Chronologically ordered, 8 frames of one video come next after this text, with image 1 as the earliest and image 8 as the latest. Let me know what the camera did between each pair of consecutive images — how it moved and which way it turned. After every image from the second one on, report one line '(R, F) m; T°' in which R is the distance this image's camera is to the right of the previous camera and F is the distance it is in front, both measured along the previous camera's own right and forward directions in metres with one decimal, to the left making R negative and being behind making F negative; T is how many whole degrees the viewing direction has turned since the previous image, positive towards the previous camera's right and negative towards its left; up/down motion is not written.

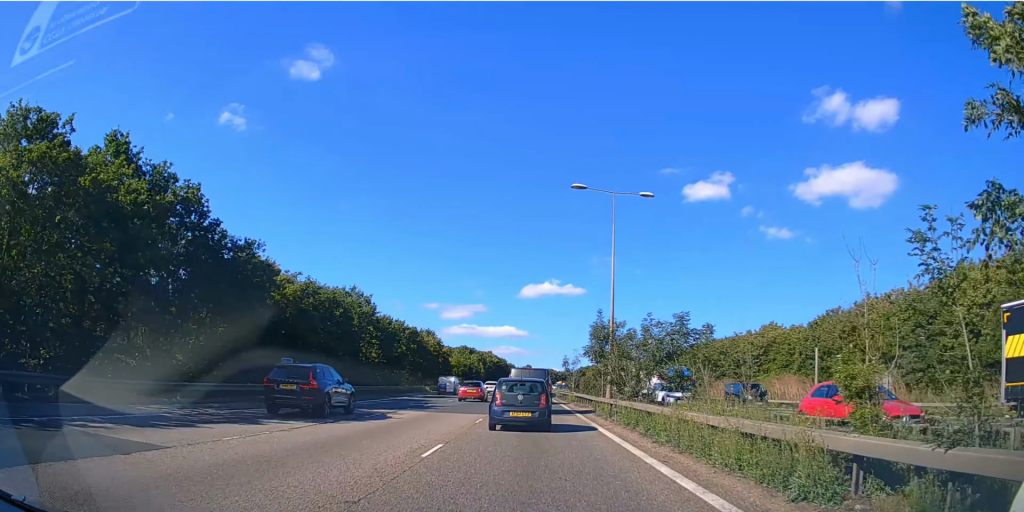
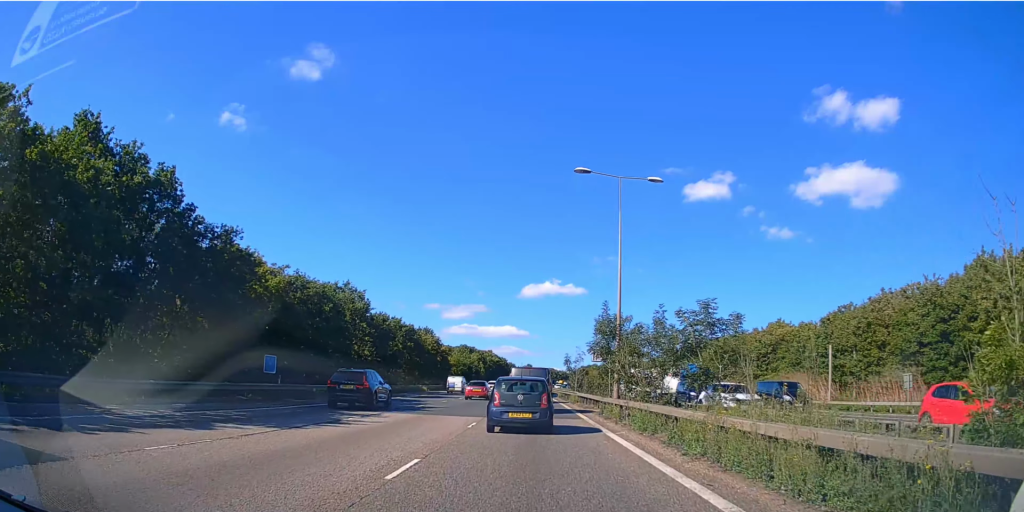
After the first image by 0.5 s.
(0.0, +2.7) m; 0°
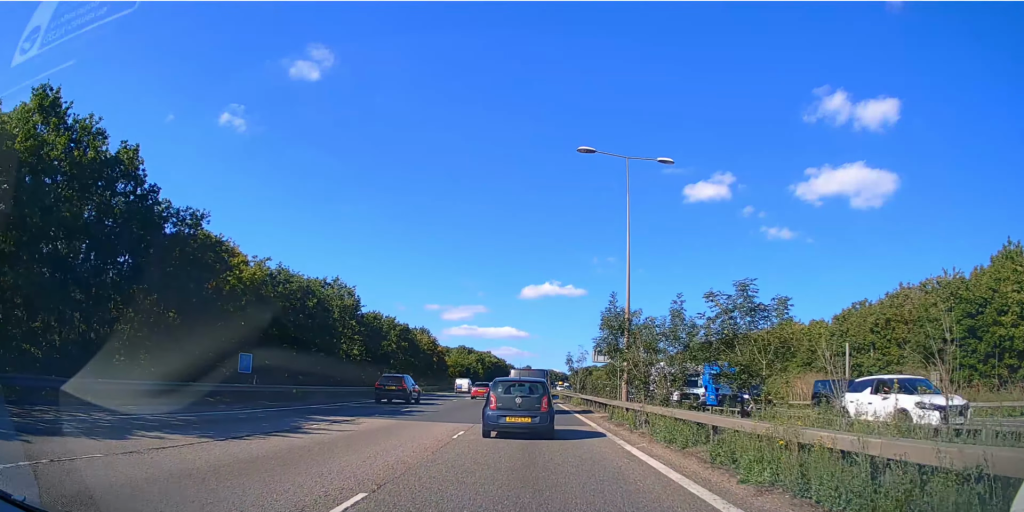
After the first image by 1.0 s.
(0.0, +3.3) m; 0°
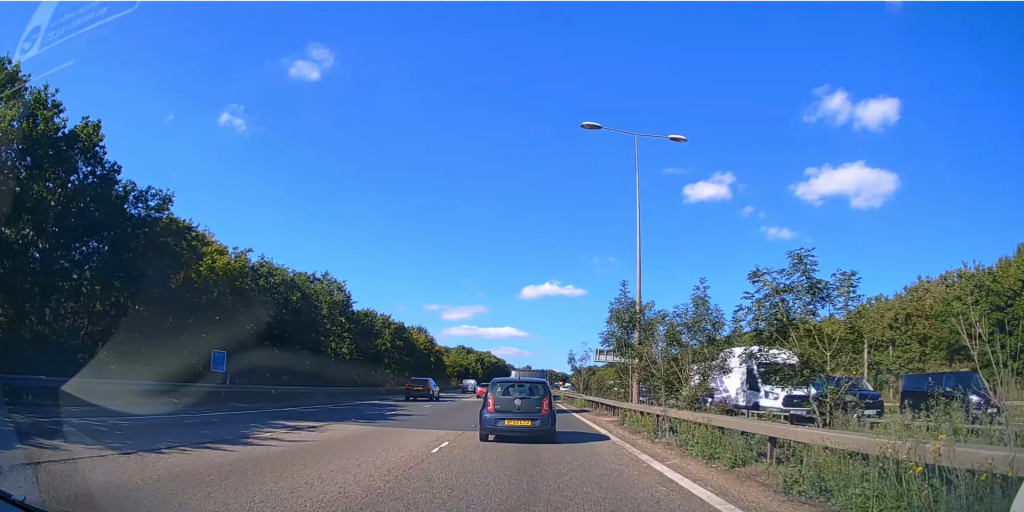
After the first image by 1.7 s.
(0.0, +3.7) m; 0°
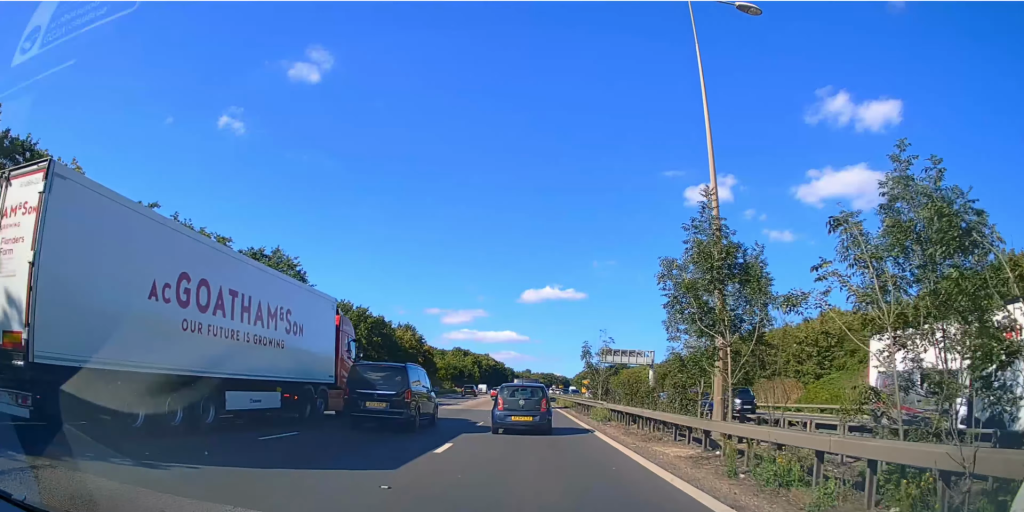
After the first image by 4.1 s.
(-0.1, +12.0) m; 0°
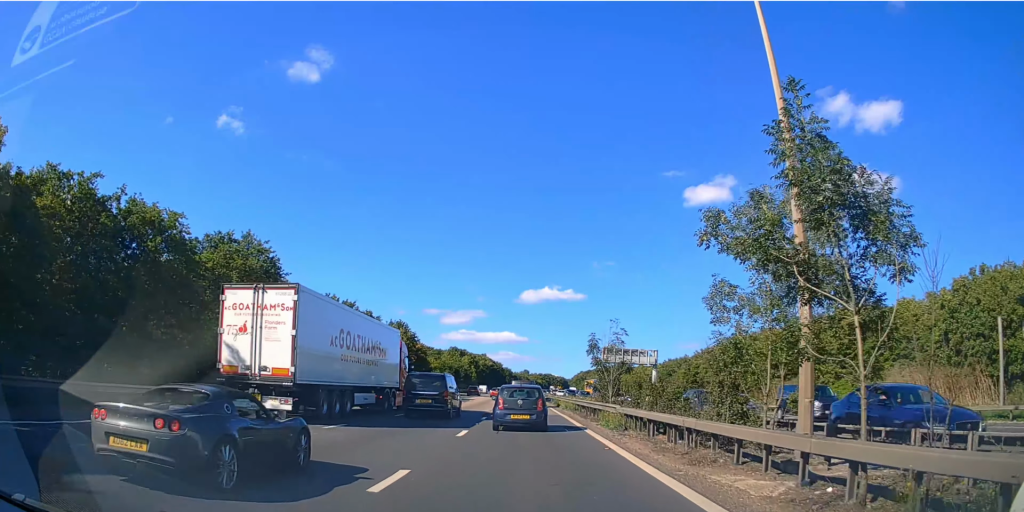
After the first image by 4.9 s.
(0.0, +4.2) m; +1°
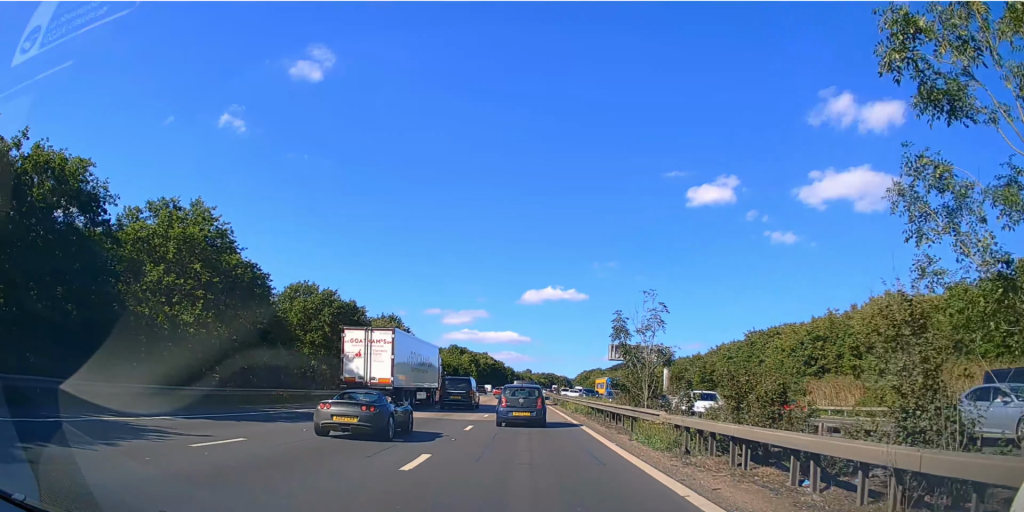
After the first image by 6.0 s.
(+0.1, +6.3) m; +1°
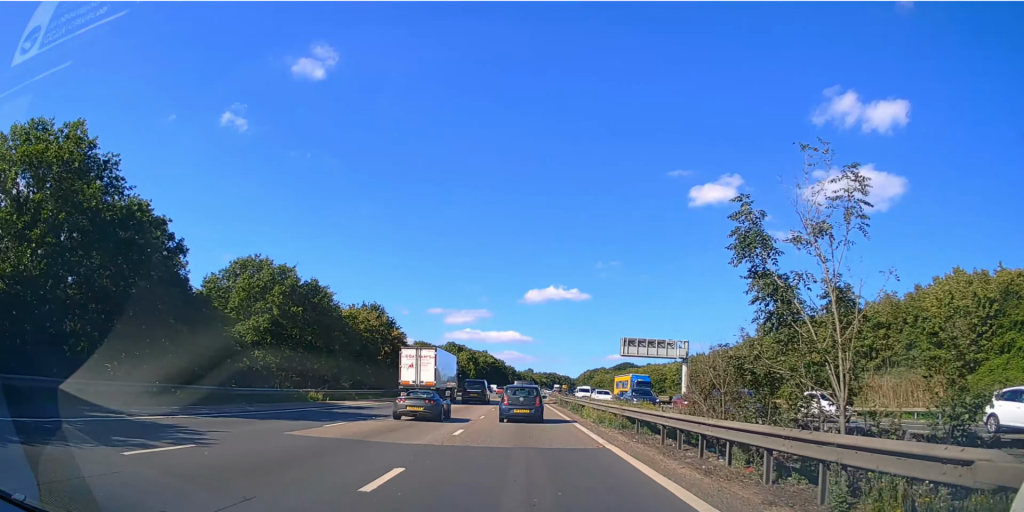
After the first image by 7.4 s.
(0.0, +9.1) m; -1°
